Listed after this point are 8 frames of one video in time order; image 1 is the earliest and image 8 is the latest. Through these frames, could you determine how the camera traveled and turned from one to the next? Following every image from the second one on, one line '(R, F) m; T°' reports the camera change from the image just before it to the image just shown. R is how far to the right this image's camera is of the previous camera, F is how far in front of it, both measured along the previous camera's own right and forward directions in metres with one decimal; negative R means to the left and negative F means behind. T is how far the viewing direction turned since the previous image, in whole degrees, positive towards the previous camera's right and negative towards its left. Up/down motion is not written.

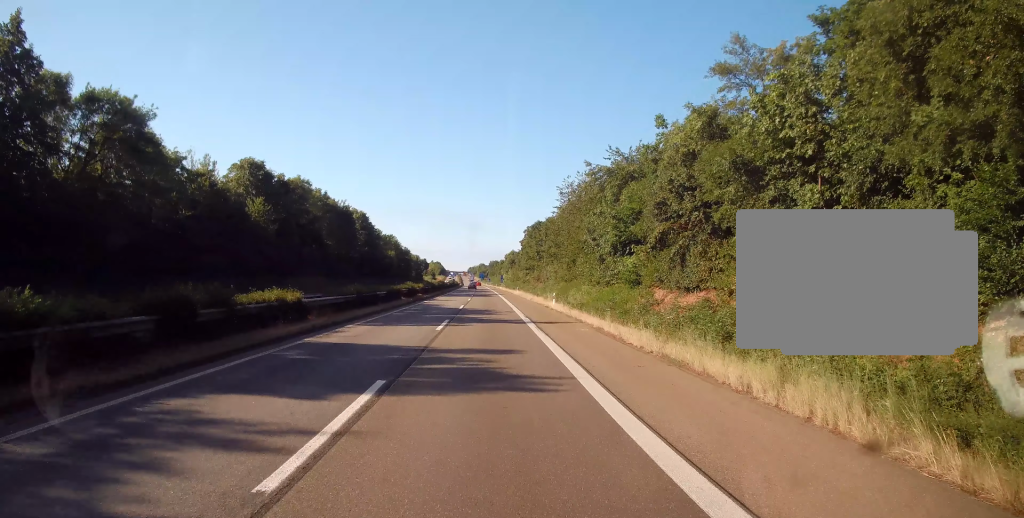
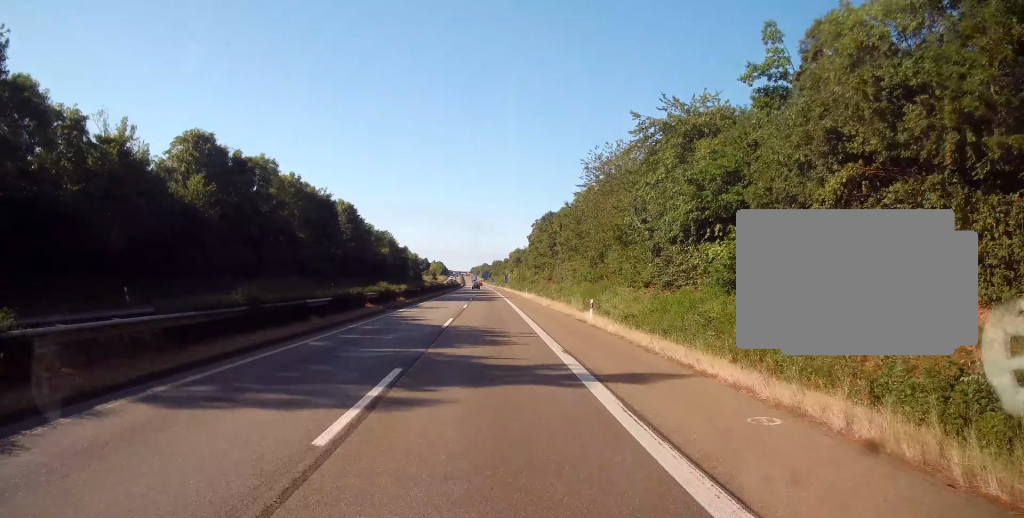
(0.0, +16.4) m; 0°
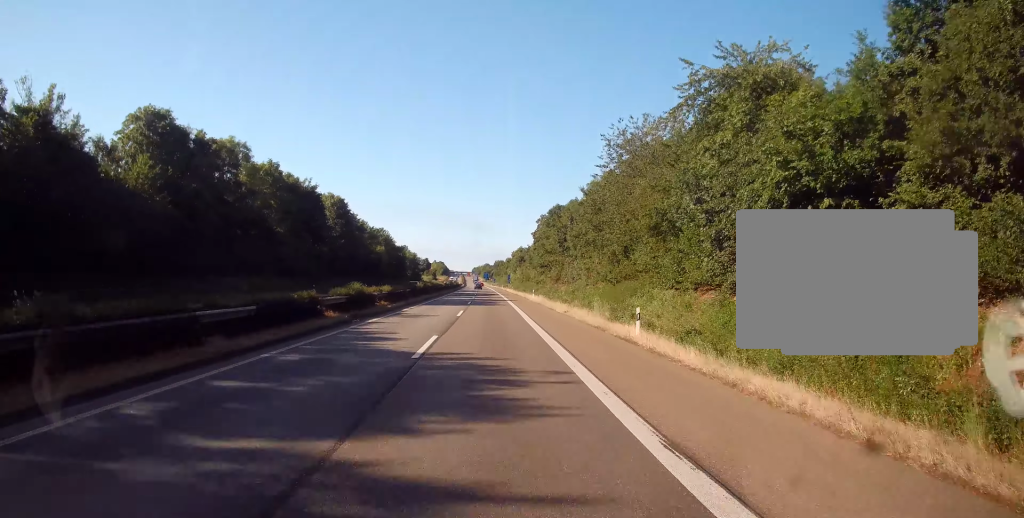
(+0.1, +9.0) m; 0°
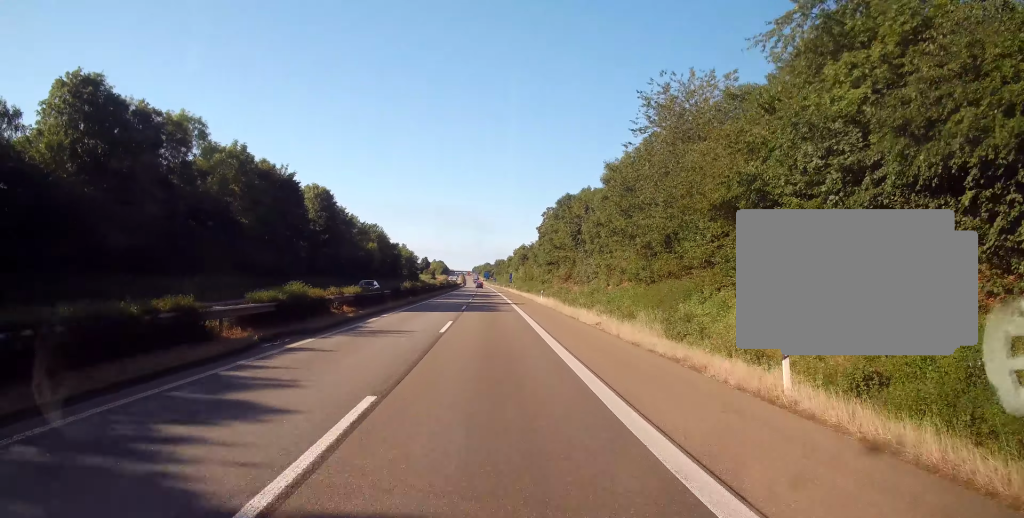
(-0.1, +11.0) m; 0°
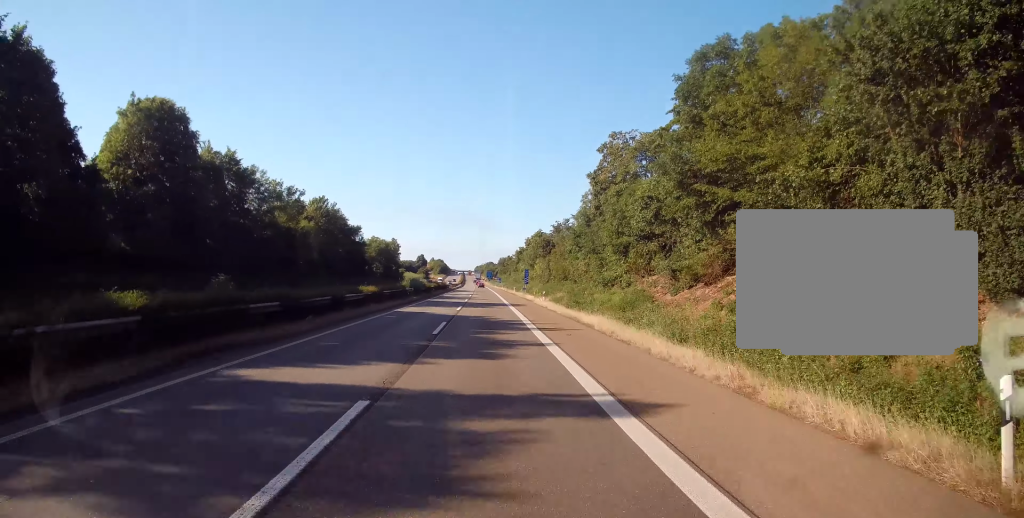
(-0.2, +54.3) m; 0°
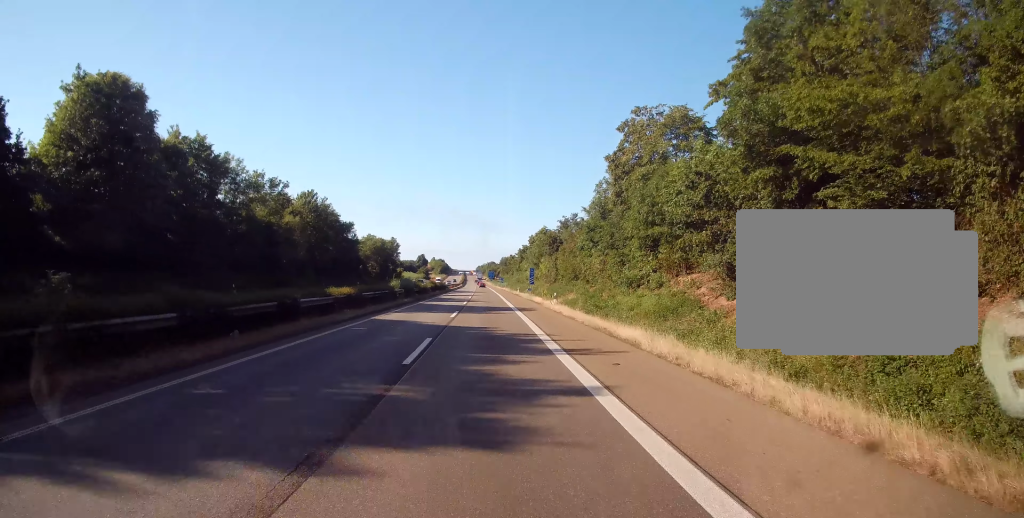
(+0.1, +7.9) m; 0°
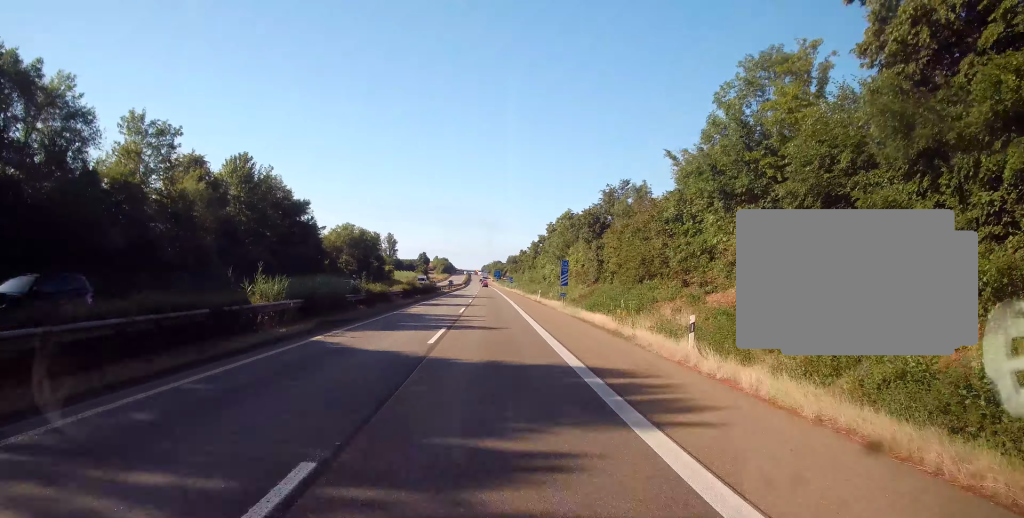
(-0.2, +30.6) m; -1°
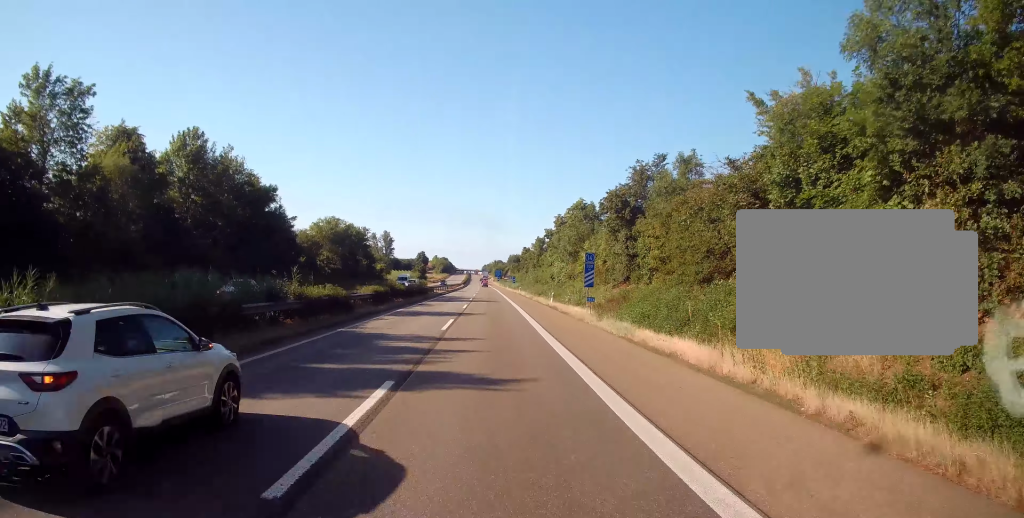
(0.0, +13.6) m; 0°
